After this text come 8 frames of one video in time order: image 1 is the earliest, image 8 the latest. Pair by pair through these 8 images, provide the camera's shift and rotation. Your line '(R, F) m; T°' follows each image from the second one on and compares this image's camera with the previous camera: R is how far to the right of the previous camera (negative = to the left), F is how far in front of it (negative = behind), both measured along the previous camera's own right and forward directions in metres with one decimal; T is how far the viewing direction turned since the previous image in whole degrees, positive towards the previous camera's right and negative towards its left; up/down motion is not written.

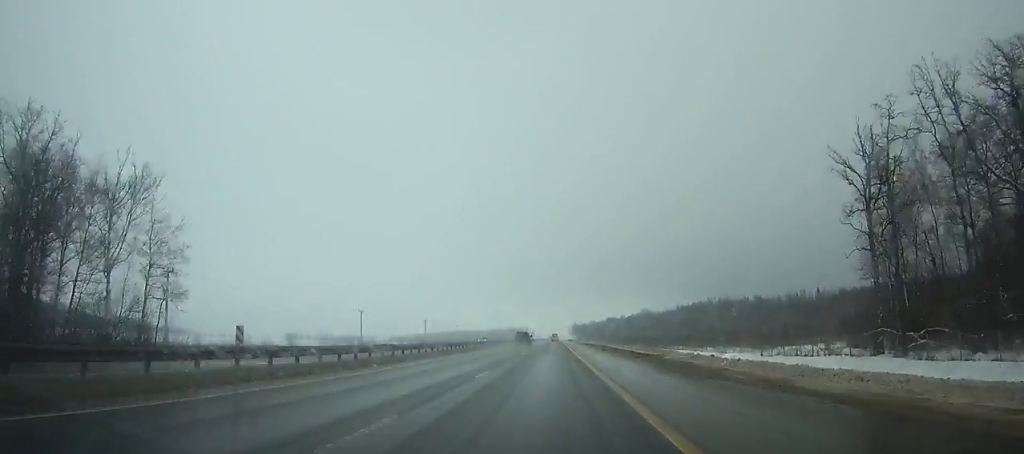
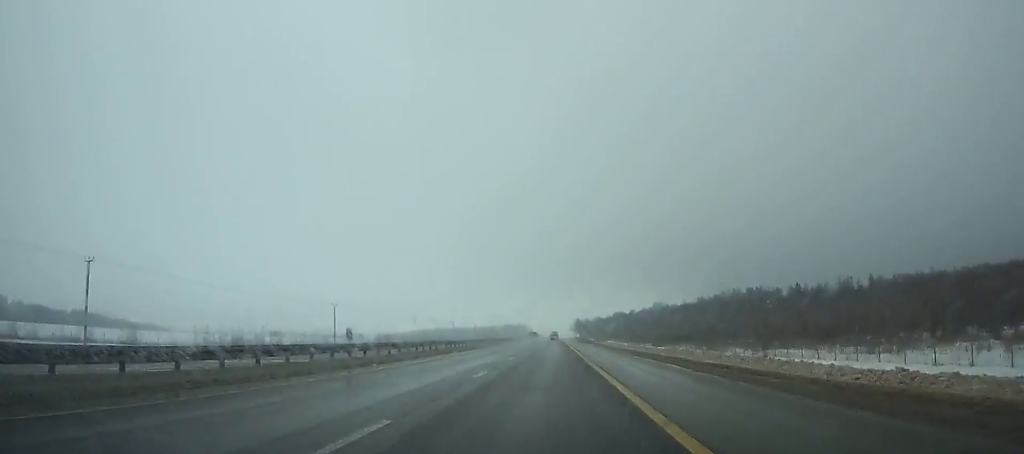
(0.0, +71.9) m; 0°
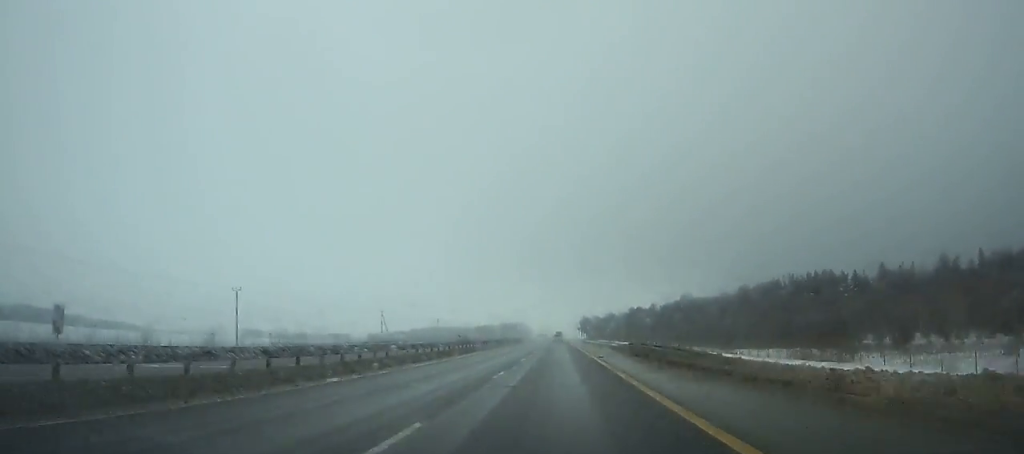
(+0.2, +96.2) m; 0°
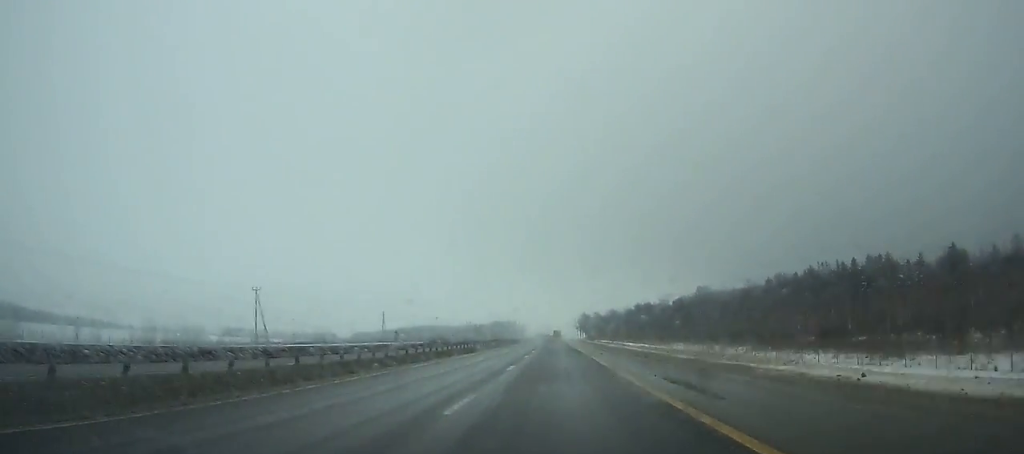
(+0.1, +56.1) m; 0°
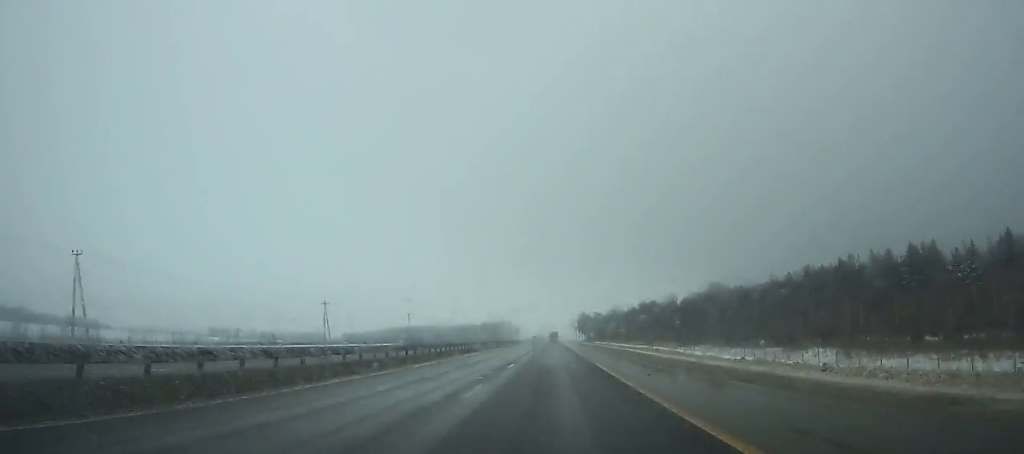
(+0.1, +35.0) m; 0°
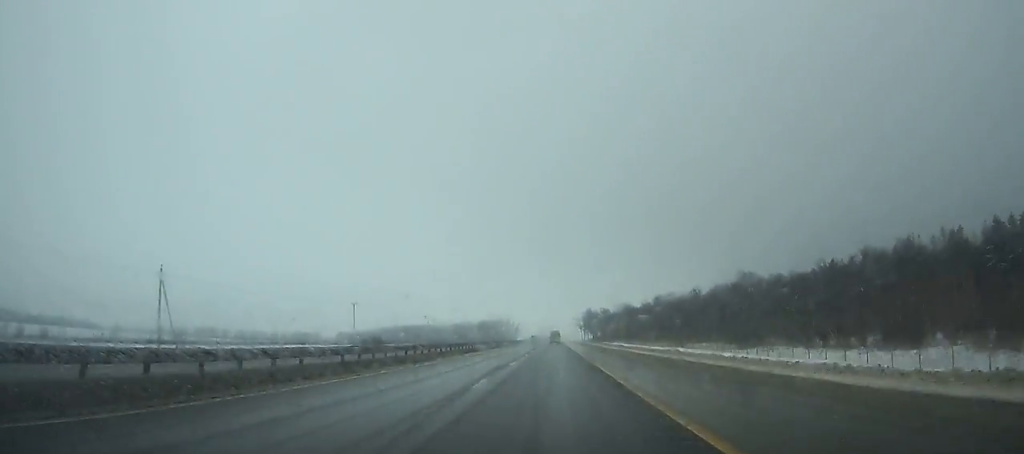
(-0.1, +45.8) m; 0°
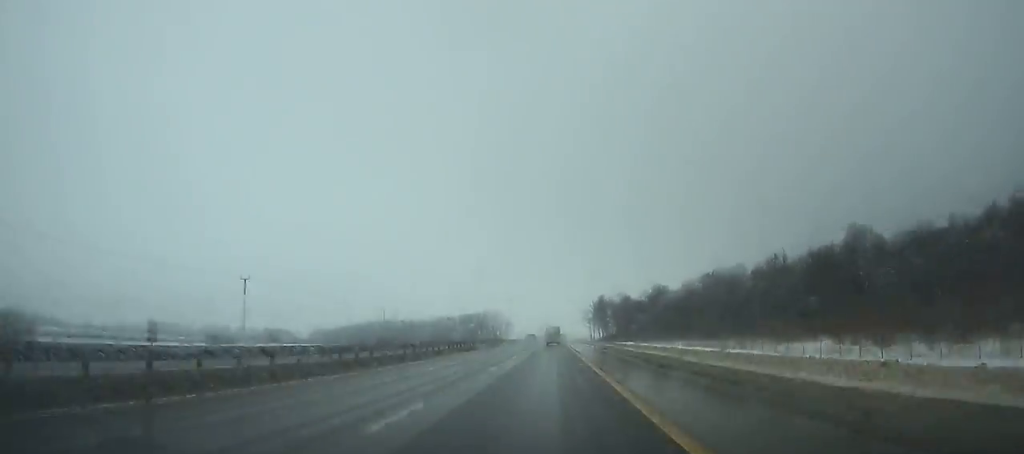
(+0.2, +103.4) m; 0°
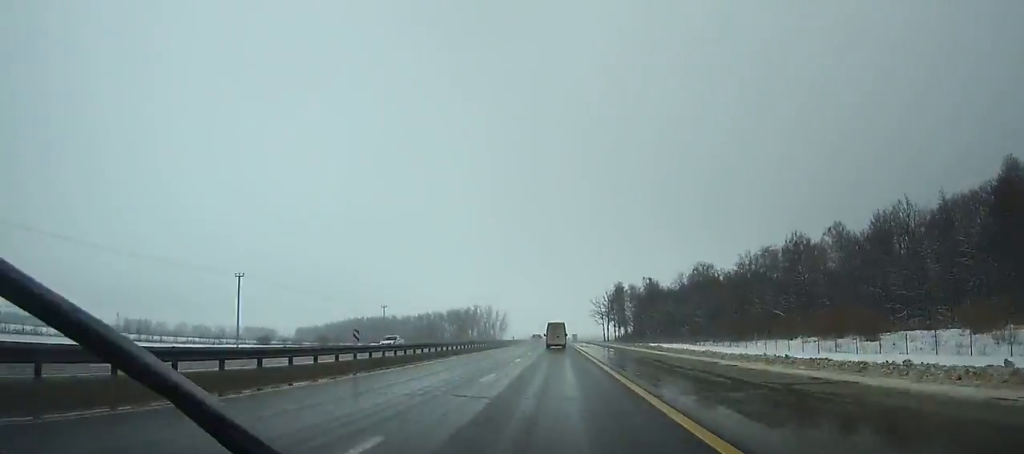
(-0.1, +63.0) m; -1°
